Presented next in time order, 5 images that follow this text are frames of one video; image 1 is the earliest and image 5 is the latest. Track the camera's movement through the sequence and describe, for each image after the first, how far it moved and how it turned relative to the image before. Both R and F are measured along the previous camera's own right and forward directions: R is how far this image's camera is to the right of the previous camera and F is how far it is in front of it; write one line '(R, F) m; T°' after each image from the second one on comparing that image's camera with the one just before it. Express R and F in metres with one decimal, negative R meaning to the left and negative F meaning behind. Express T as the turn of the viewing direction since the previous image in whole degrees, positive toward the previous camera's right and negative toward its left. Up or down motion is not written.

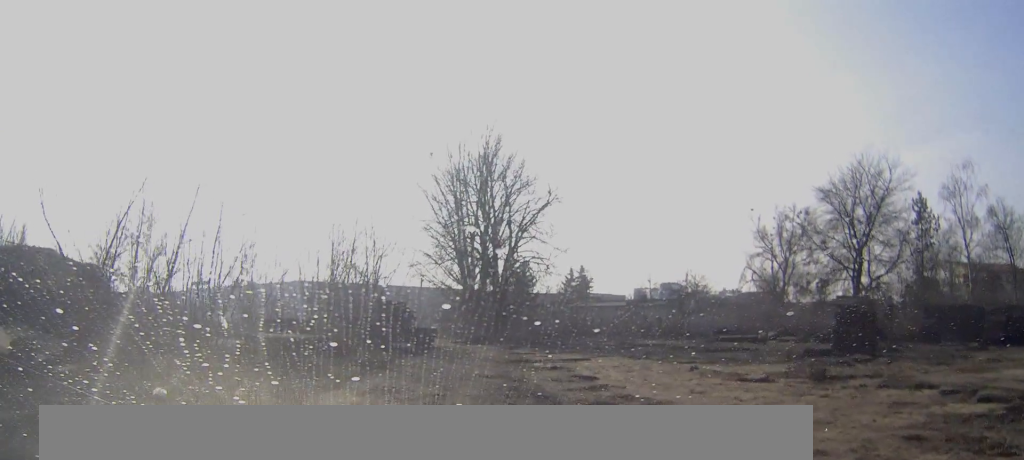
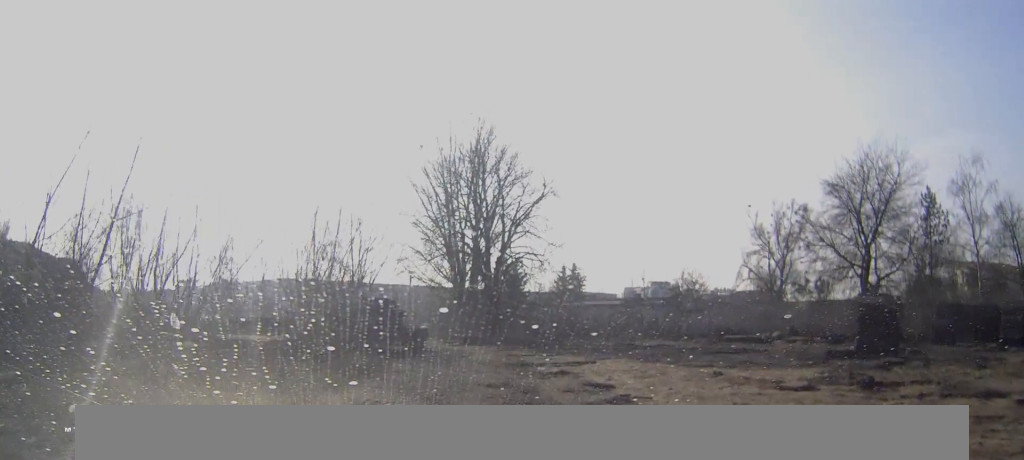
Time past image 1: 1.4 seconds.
(0.0, +5.4) m; 0°
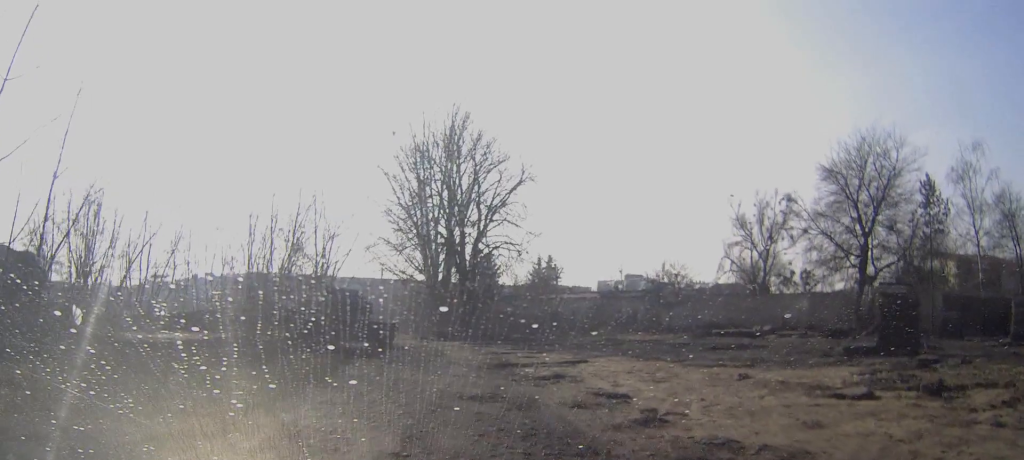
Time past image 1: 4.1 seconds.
(-0.3, +11.0) m; -3°
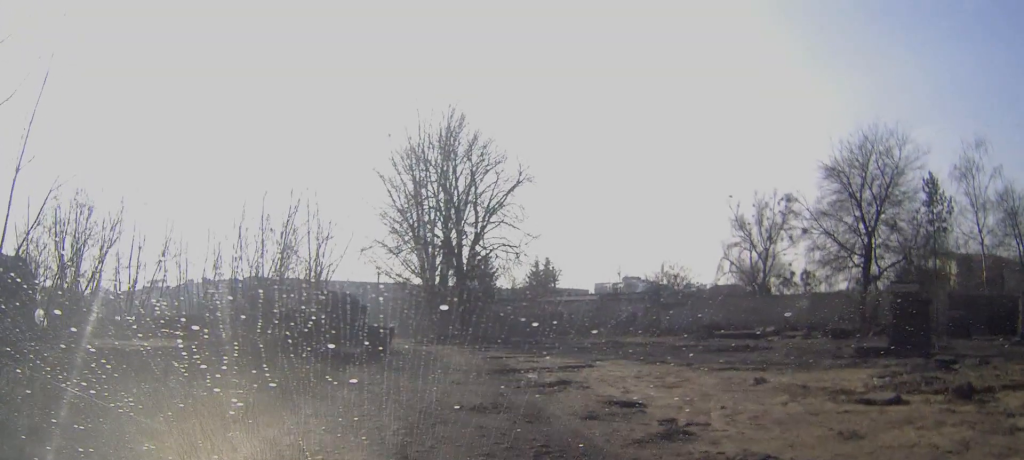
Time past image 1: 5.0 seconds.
(0.0, +3.3) m; 0°
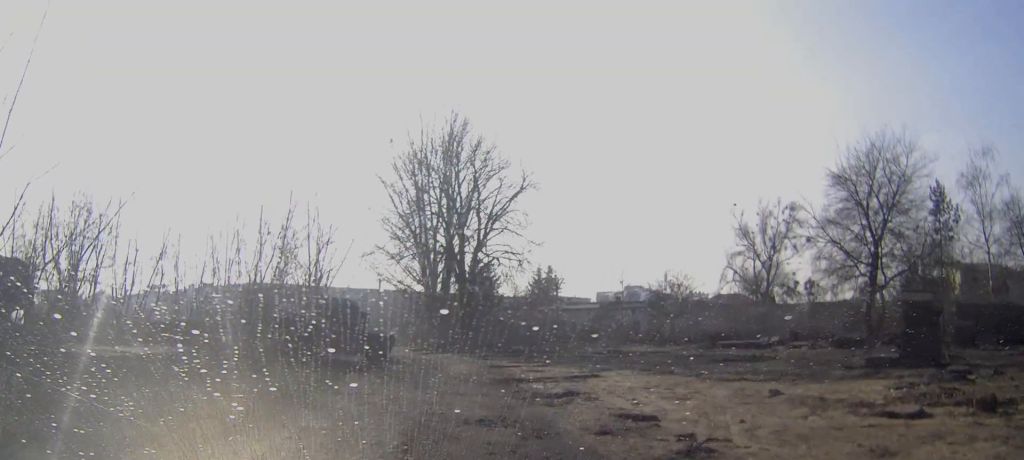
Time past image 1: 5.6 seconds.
(0.0, +1.9) m; 0°
